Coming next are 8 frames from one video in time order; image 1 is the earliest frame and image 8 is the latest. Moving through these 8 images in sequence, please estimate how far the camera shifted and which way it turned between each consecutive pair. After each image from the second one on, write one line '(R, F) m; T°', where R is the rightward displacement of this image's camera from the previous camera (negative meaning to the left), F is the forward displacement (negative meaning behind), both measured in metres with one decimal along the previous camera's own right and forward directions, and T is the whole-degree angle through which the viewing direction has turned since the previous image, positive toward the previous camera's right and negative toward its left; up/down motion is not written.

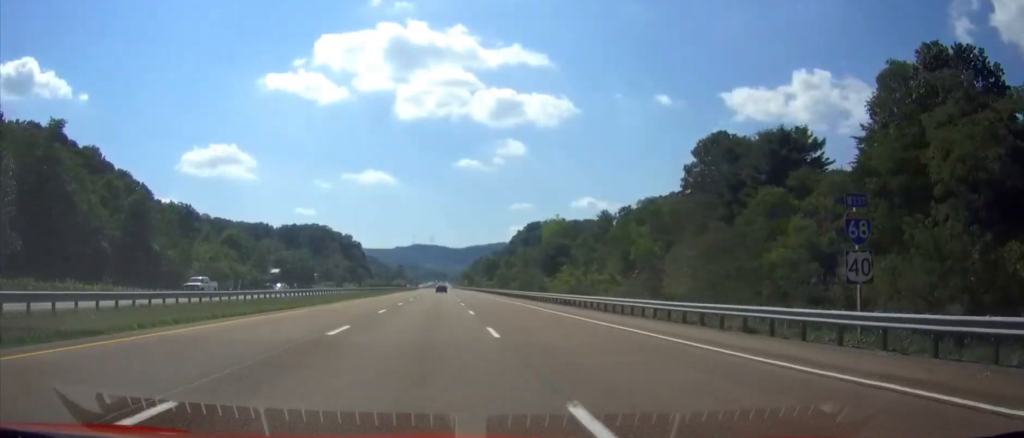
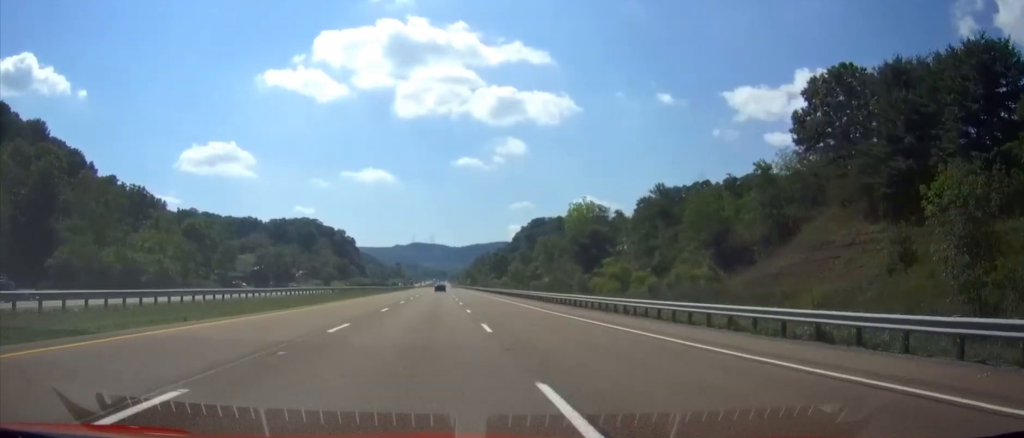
(0.0, +37.0) m; 0°
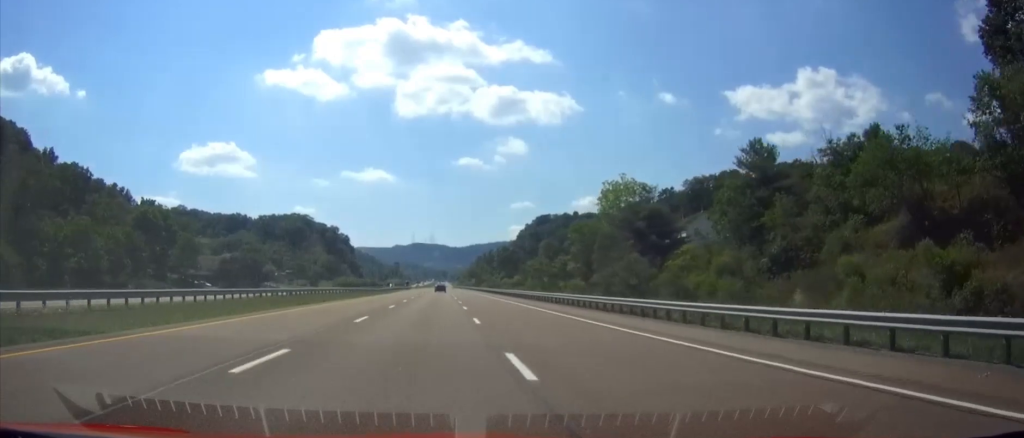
(0.0, +33.7) m; 0°
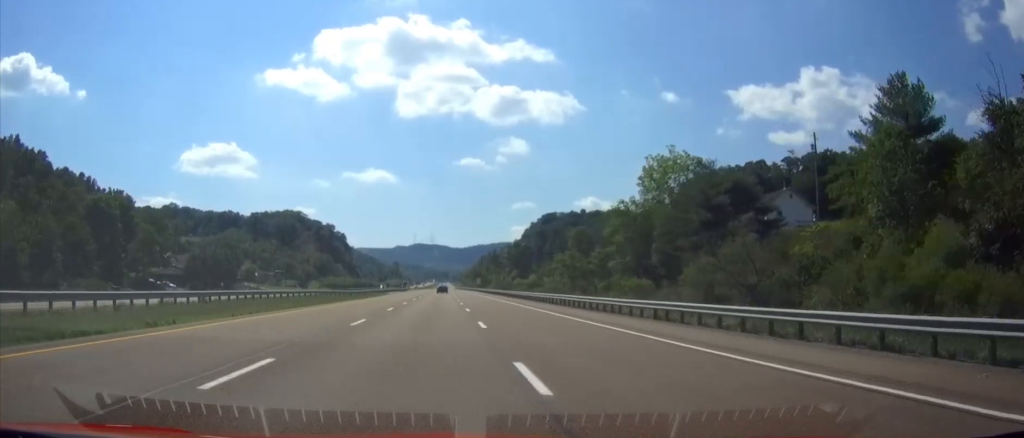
(0.0, +26.2) m; 0°
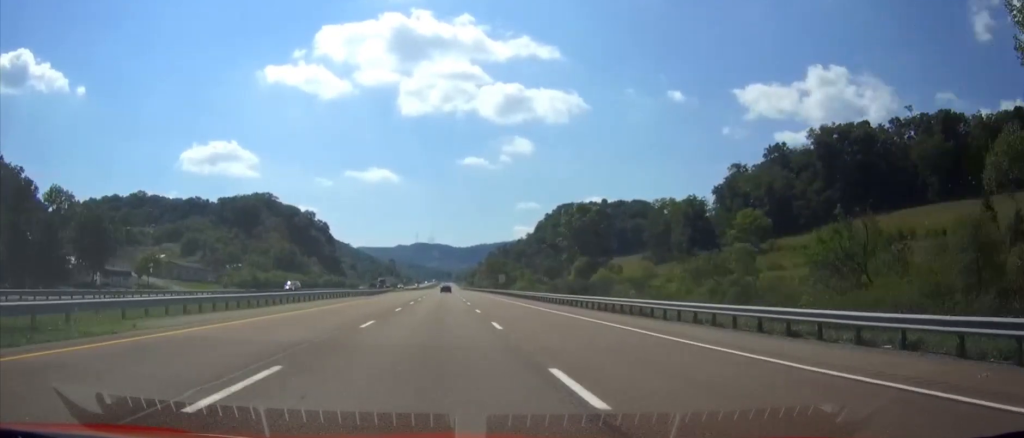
(-0.1, +76.5) m; 0°
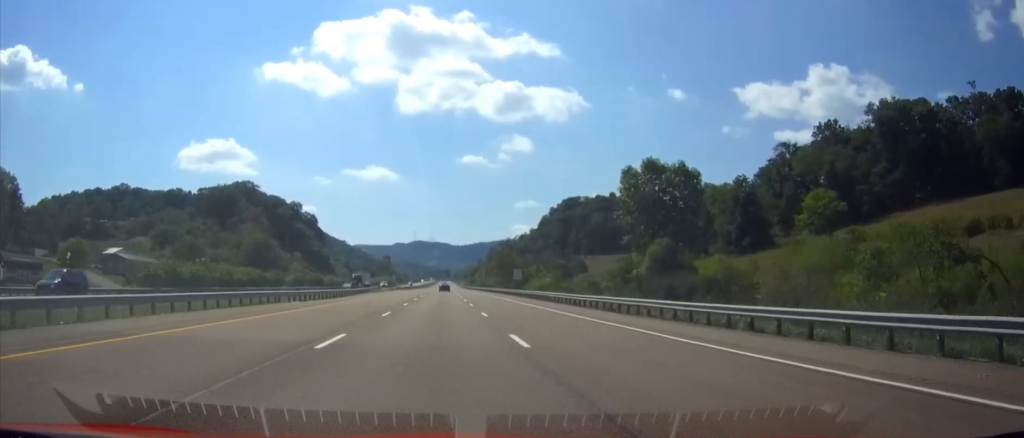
(-0.1, +31.6) m; 0°
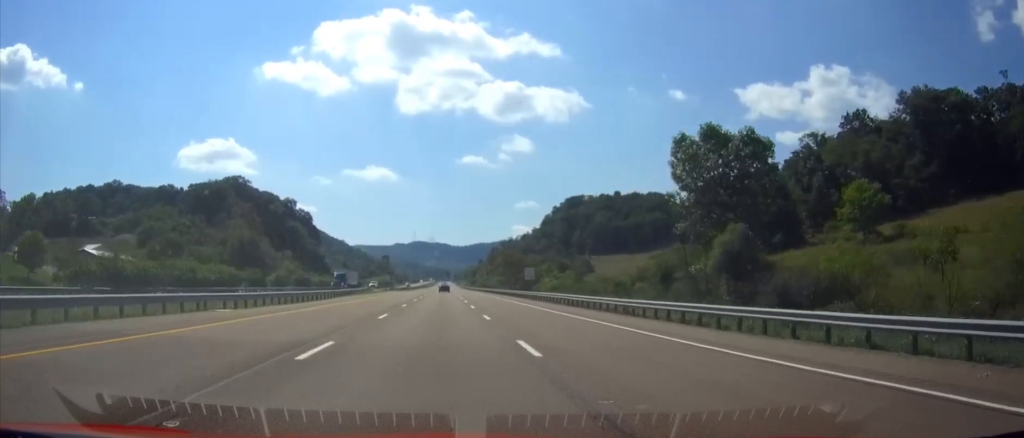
(+0.1, +14.2) m; 0°
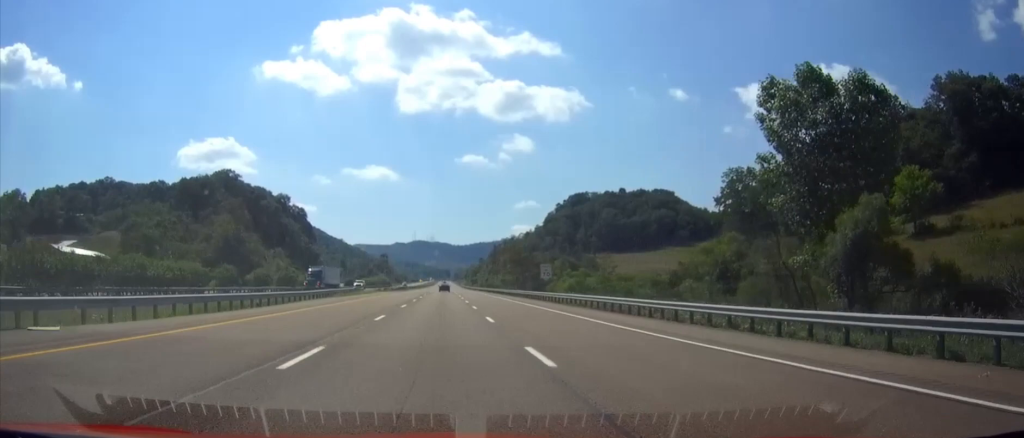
(0.0, +14.1) m; 0°
